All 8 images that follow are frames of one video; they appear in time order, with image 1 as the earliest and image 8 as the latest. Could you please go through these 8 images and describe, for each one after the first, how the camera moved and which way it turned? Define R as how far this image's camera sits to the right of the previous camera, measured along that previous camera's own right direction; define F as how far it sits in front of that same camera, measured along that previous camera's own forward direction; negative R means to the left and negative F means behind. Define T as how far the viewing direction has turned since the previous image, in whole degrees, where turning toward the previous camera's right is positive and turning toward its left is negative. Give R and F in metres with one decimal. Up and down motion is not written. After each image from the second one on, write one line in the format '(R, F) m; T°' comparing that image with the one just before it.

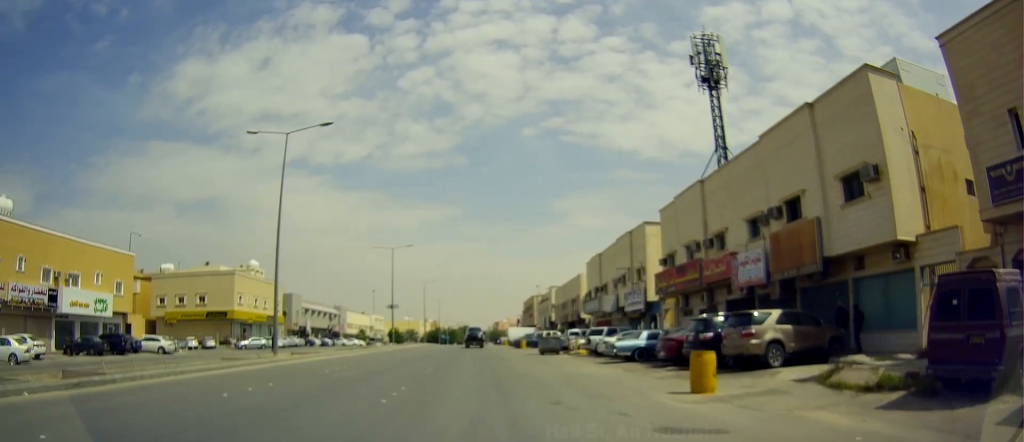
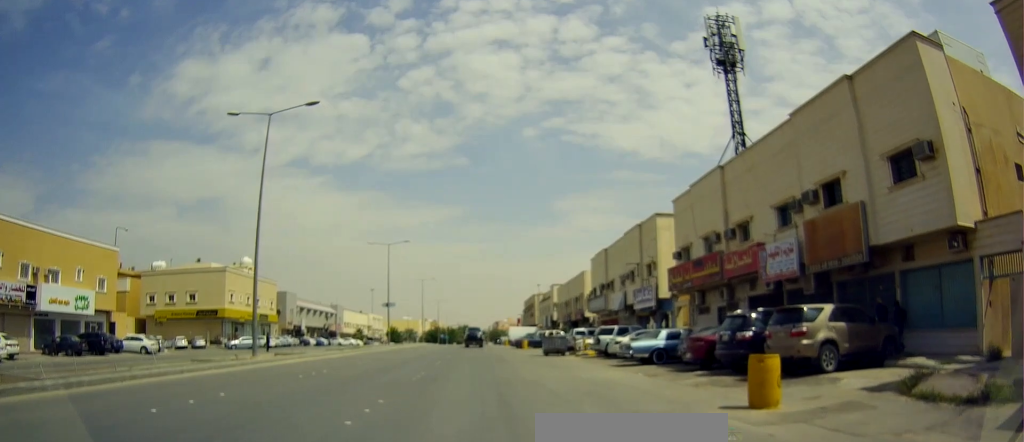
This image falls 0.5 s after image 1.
(-0.1, +3.2) m; -1°
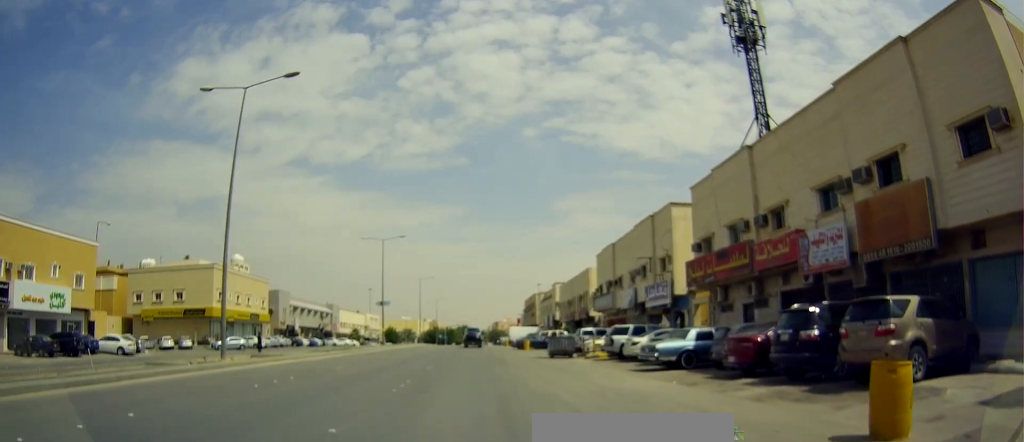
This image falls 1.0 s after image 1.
(+0.1, +3.9) m; +3°
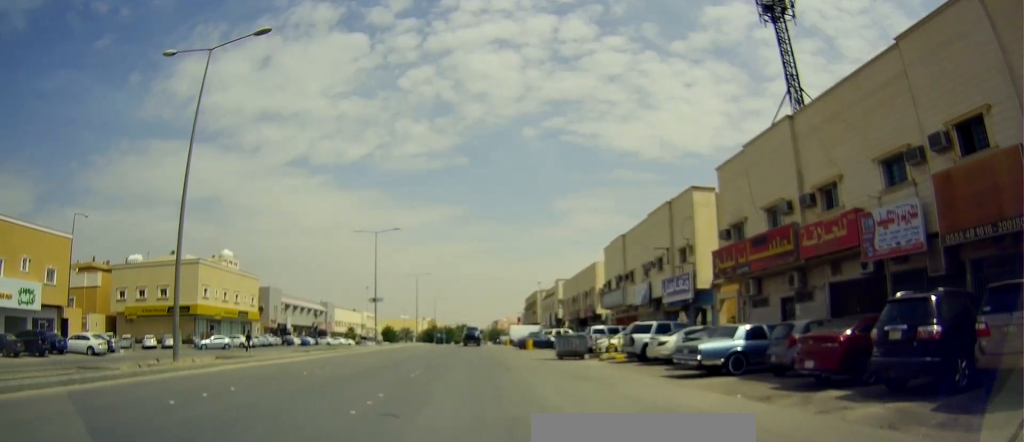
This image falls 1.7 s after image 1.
(+0.1, +4.5) m; +2°
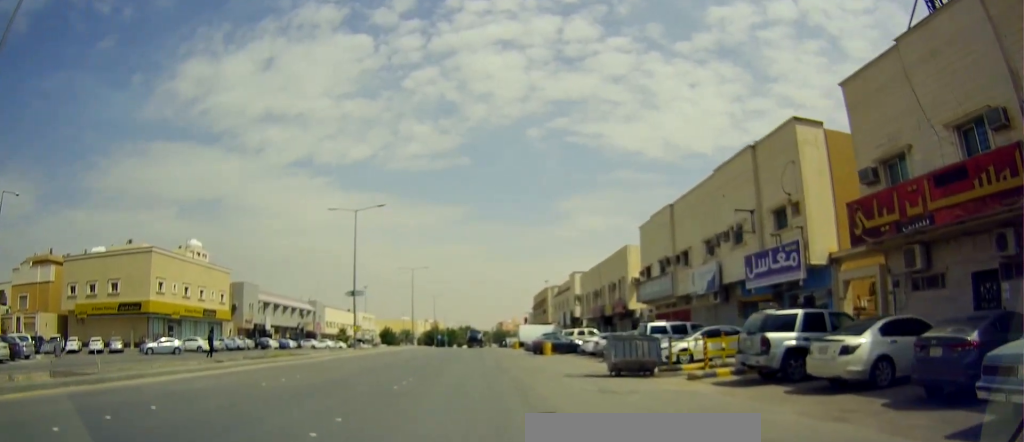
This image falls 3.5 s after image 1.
(-0.4, +12.5) m; -4°
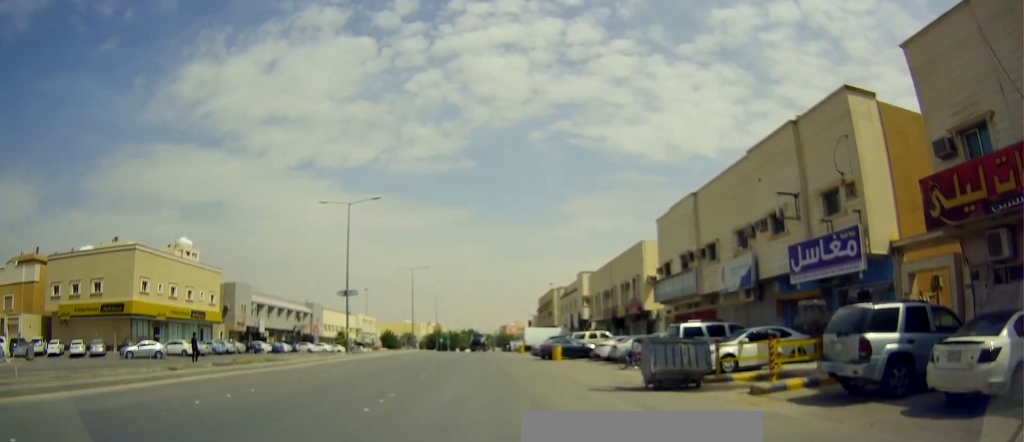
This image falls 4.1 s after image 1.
(+0.2, +3.9) m; -1°
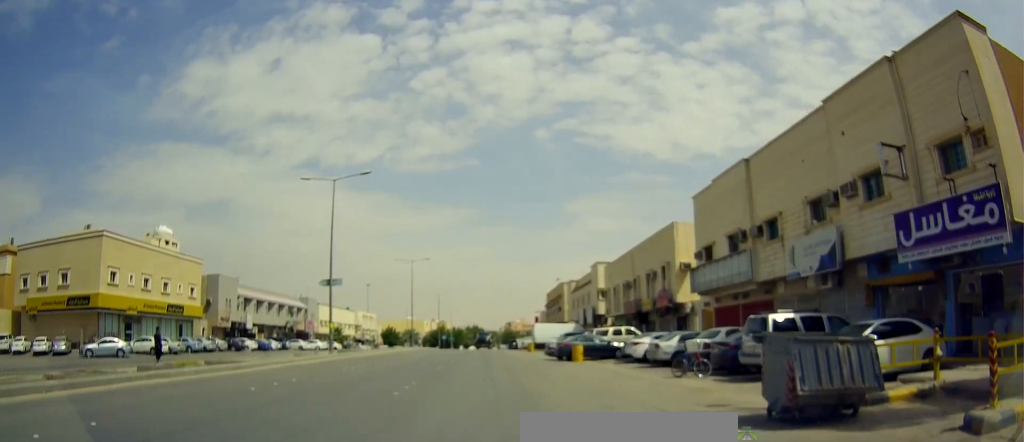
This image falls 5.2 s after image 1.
(-0.3, +6.7) m; 0°
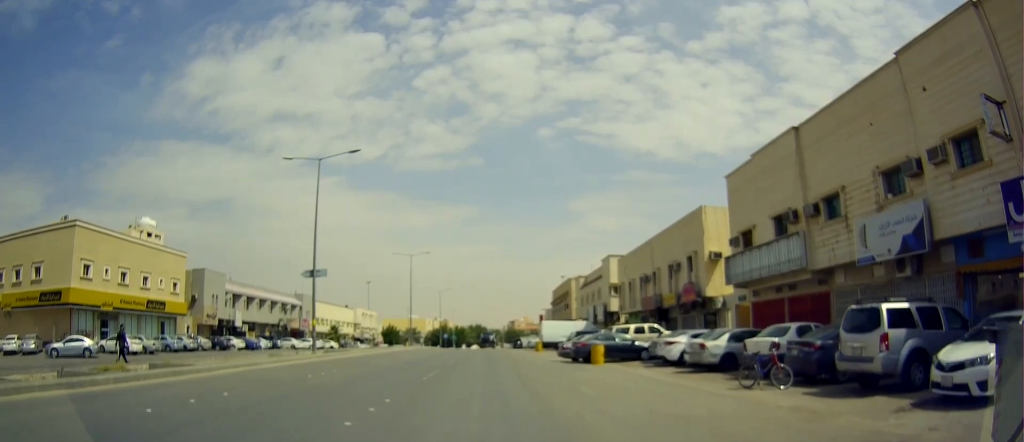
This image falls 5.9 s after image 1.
(+0.1, +4.7) m; +1°
